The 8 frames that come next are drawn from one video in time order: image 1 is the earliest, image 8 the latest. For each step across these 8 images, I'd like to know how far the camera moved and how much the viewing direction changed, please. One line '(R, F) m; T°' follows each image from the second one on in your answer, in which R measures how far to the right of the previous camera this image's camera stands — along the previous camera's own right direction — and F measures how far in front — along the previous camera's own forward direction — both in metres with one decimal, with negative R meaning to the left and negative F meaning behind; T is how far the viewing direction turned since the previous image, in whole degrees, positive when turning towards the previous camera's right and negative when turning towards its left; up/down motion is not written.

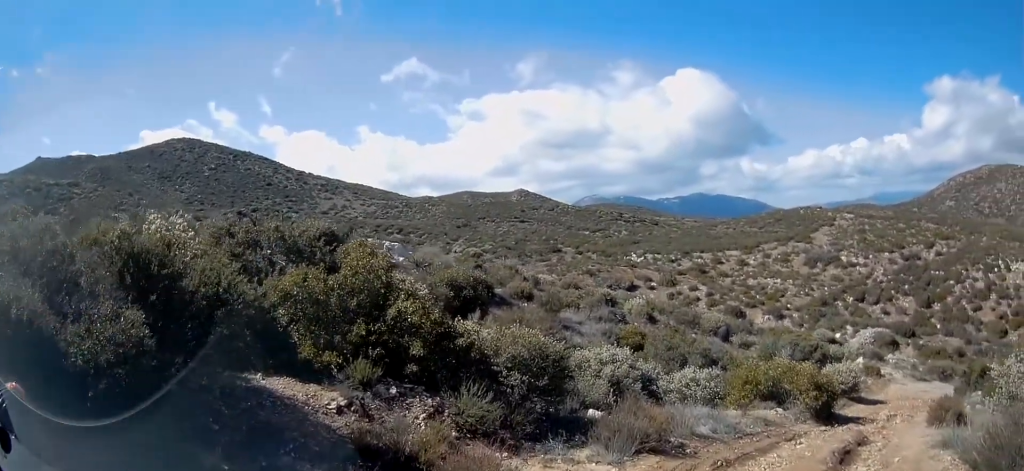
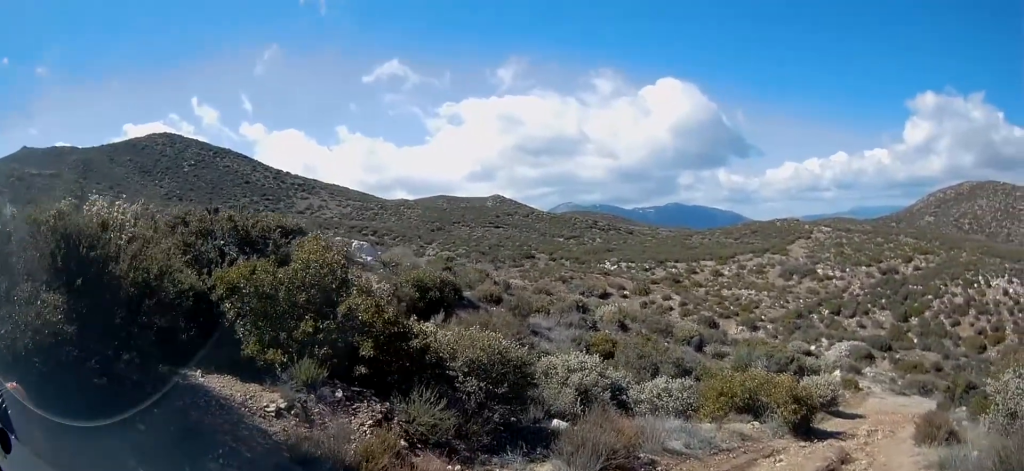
(0.0, +0.7) m; +8°
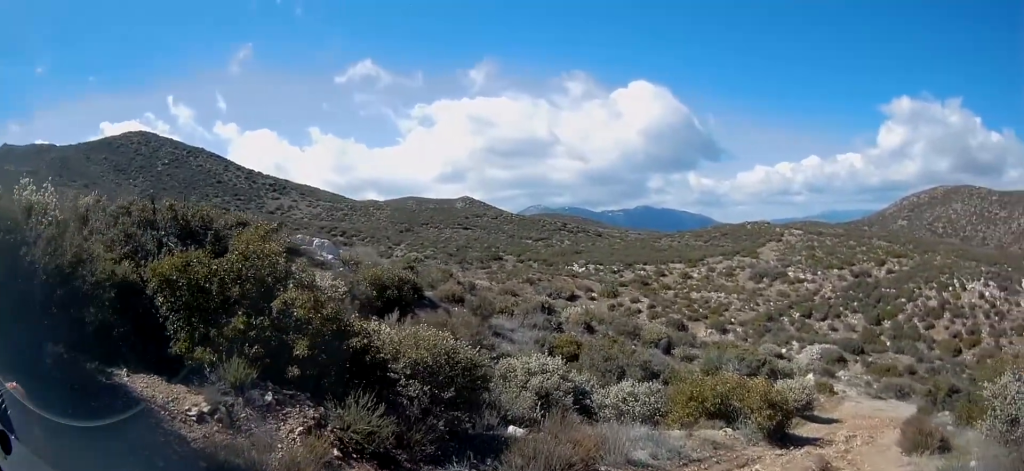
(+0.3, +0.8) m; 0°
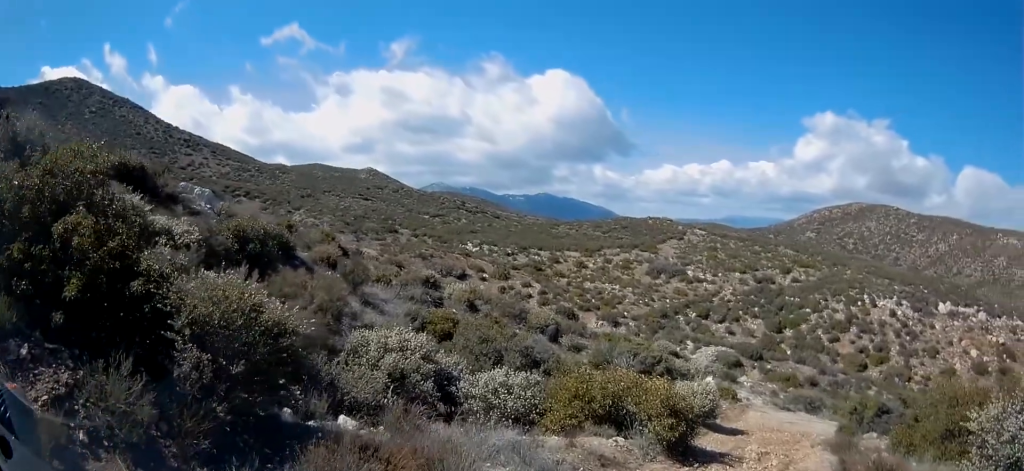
(-0.2, +2.5) m; +11°
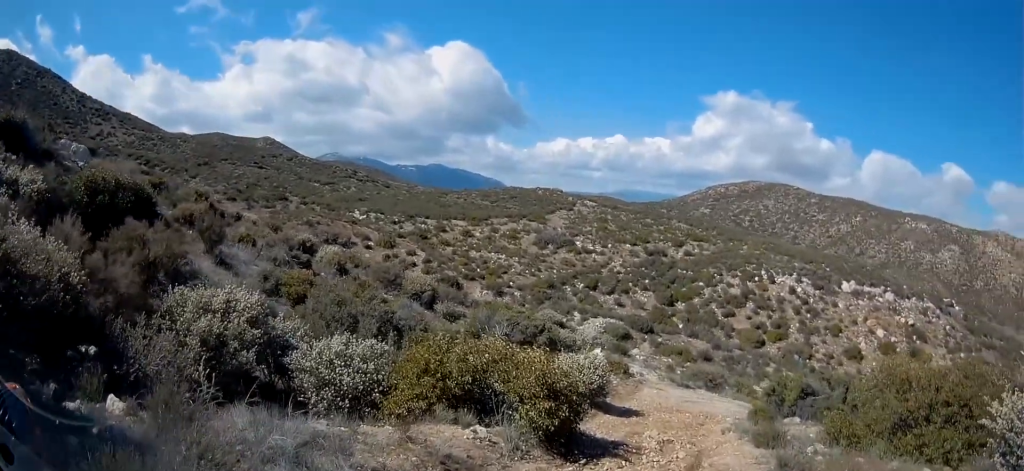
(+0.8, +2.7) m; +18°
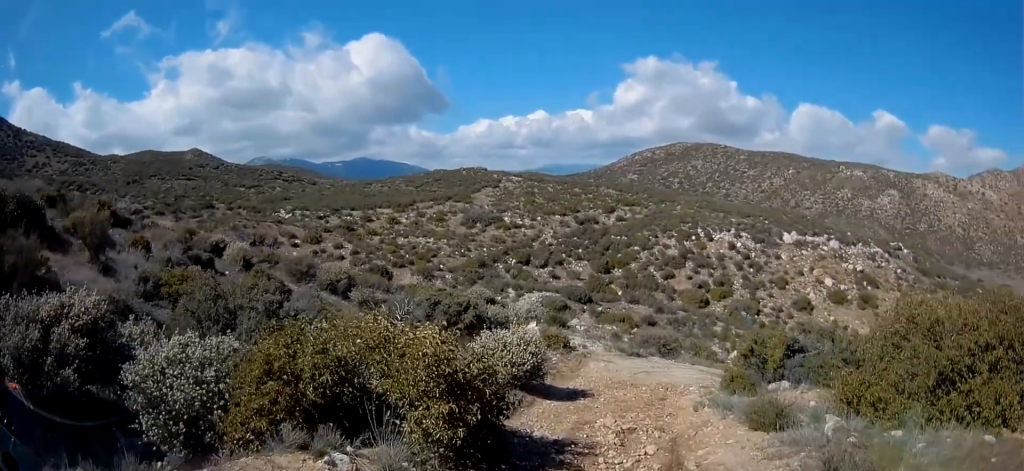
(0.0, +3.2) m; 0°
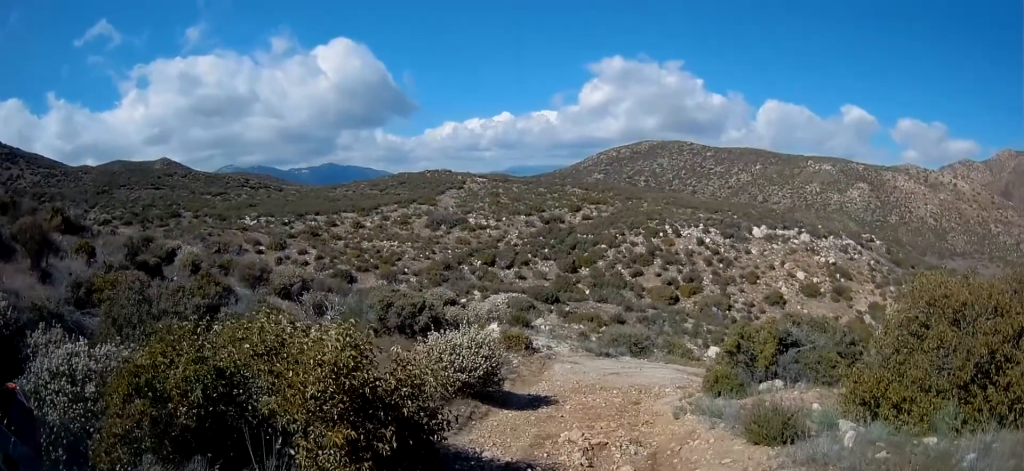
(0.0, +1.9) m; 0°
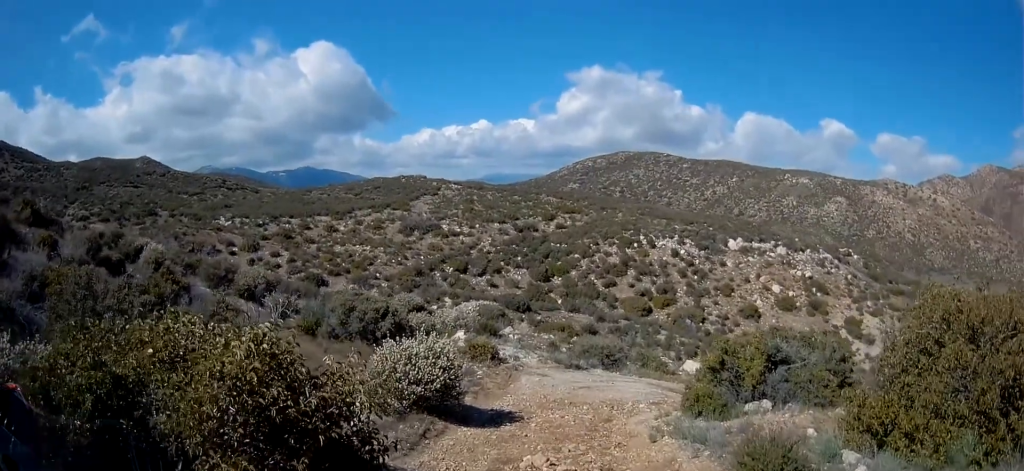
(0.0, +1.1) m; 0°
